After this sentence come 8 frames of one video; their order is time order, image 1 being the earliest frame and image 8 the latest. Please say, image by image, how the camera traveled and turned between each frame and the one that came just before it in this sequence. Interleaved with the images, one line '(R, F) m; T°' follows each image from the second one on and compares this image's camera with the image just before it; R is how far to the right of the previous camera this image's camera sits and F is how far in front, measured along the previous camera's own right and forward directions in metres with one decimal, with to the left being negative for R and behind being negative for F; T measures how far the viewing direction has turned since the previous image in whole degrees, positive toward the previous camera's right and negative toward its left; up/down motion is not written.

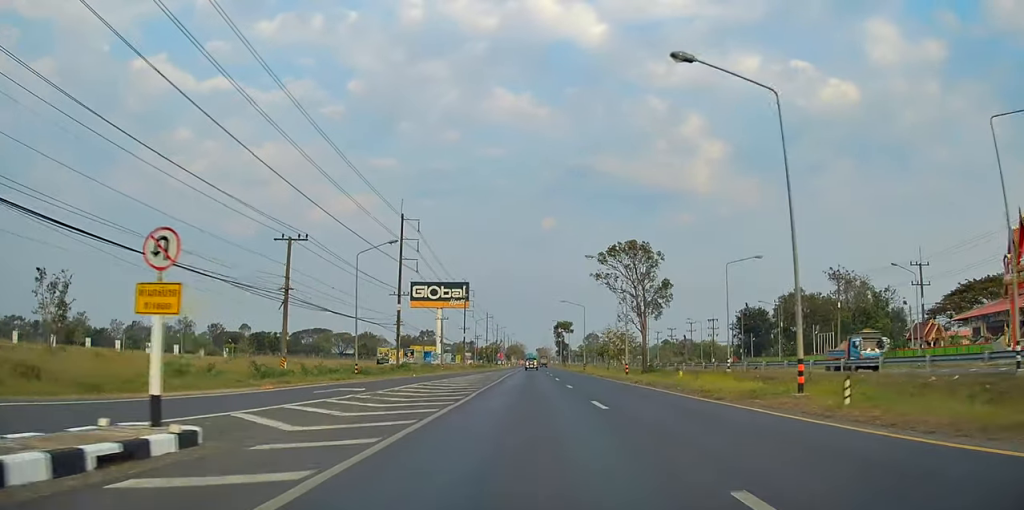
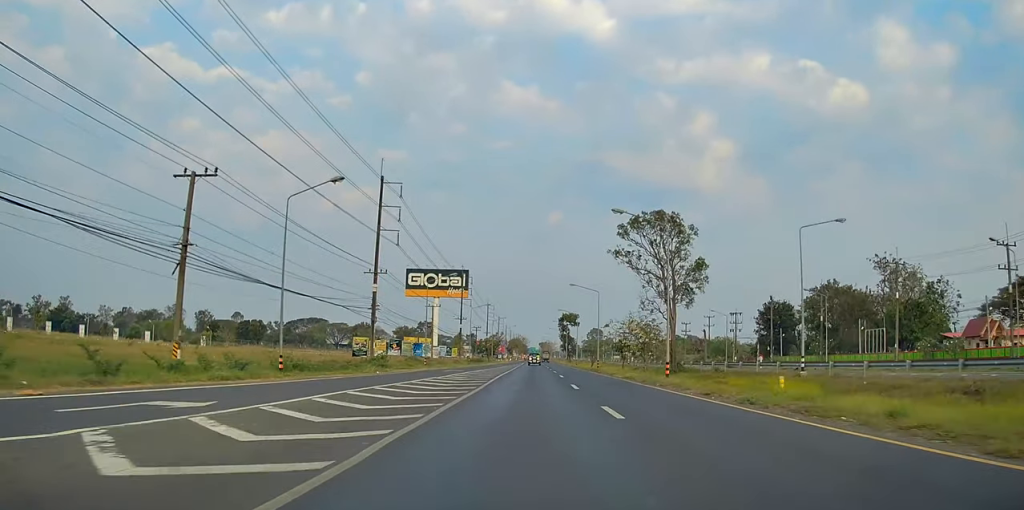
(+0.2, +15.1) m; 0°
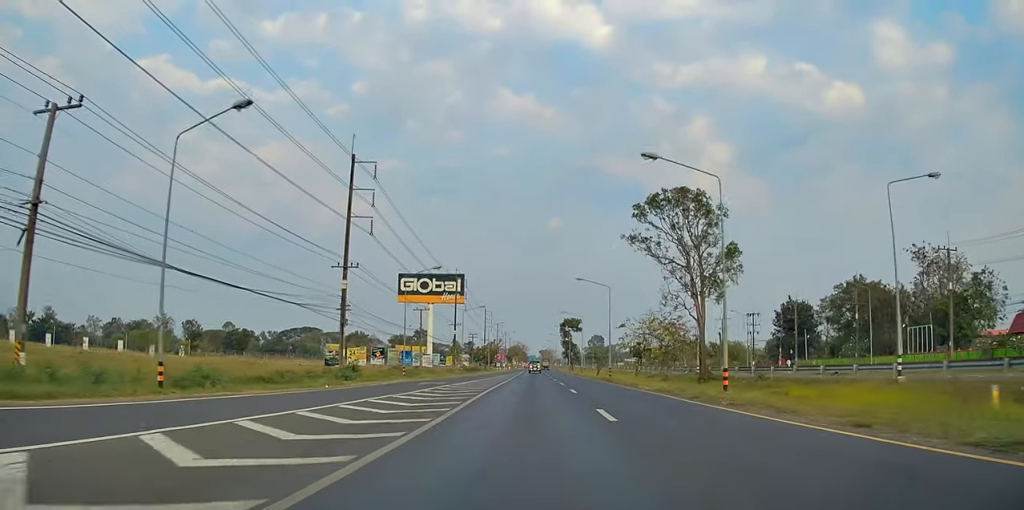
(+0.2, +11.4) m; 0°
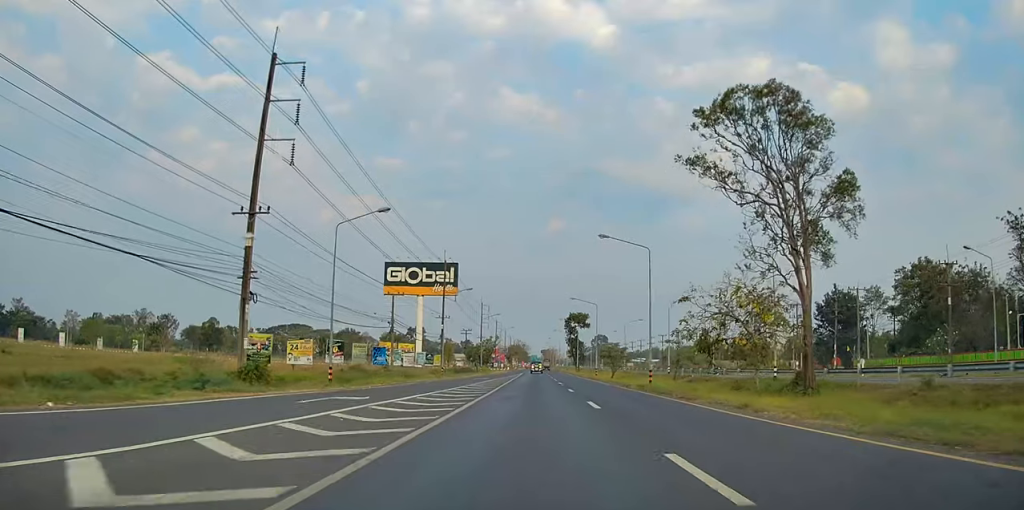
(-0.3, +20.8) m; -1°
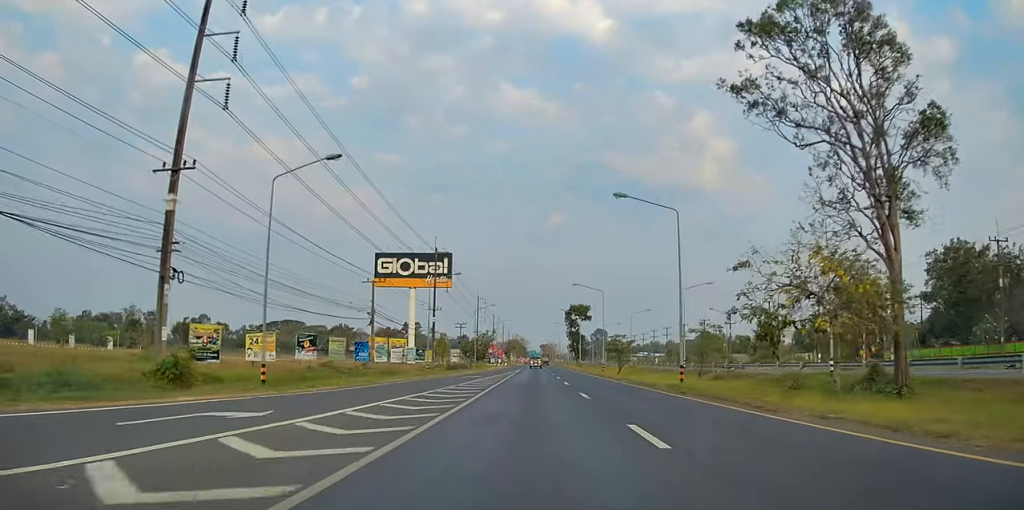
(0.0, +9.0) m; 0°
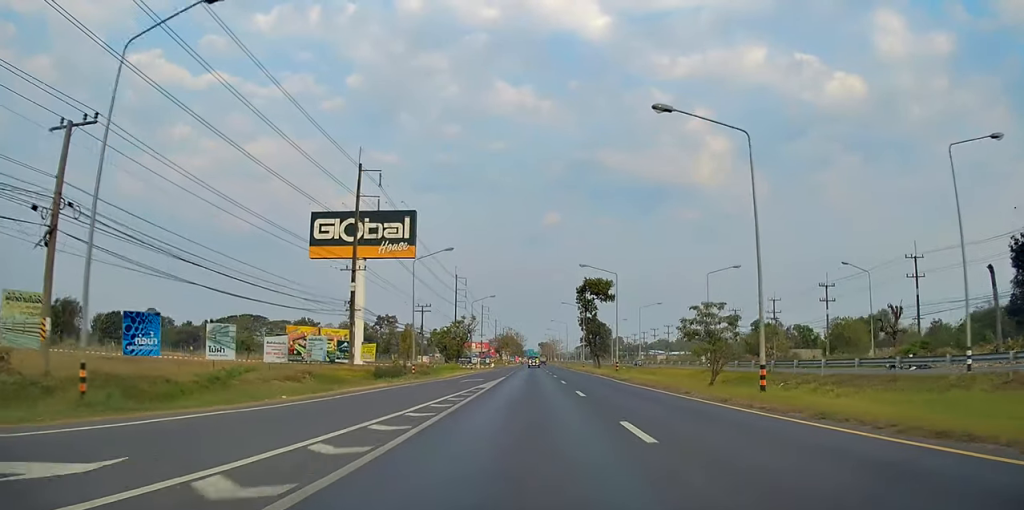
(-1.4, +48.8) m; -3°
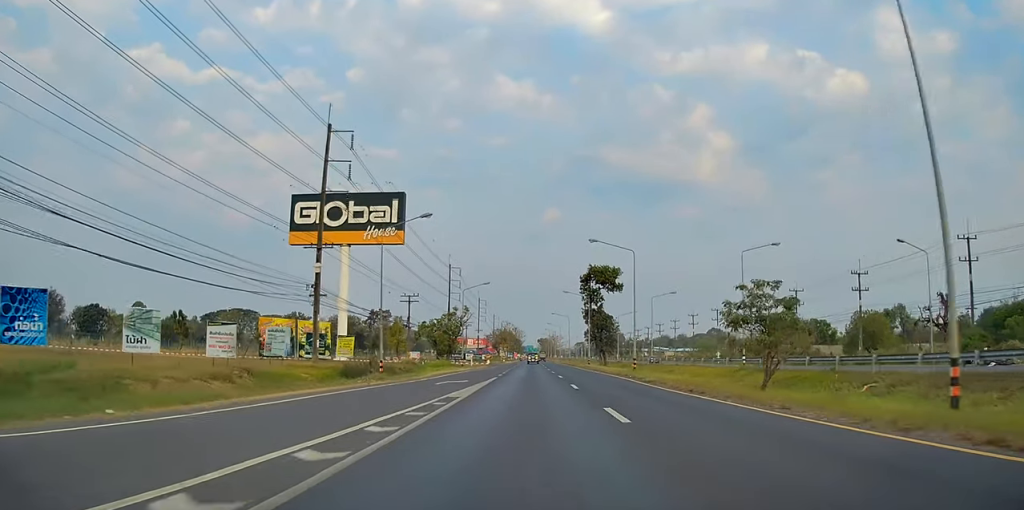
(+0.1, +10.6) m; 0°
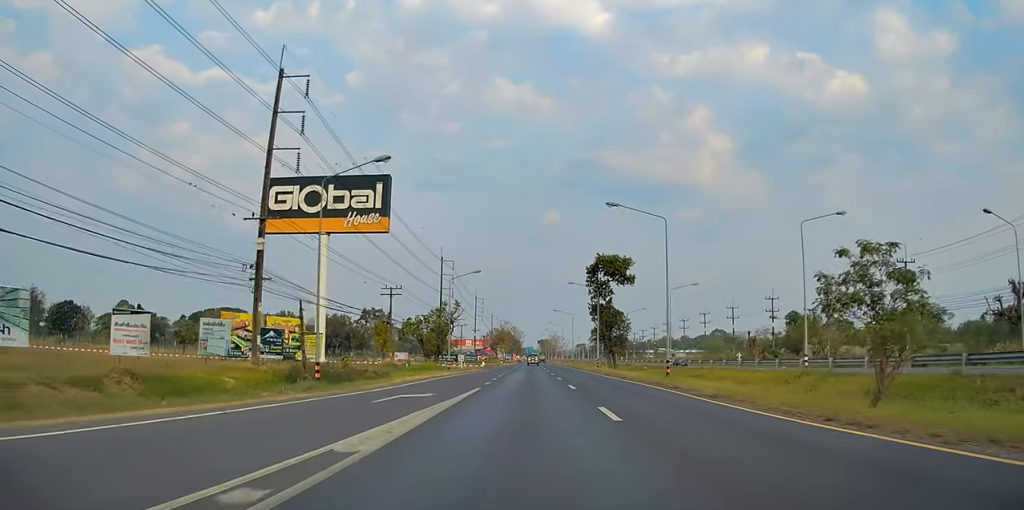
(+0.2, +11.6) m; +1°
